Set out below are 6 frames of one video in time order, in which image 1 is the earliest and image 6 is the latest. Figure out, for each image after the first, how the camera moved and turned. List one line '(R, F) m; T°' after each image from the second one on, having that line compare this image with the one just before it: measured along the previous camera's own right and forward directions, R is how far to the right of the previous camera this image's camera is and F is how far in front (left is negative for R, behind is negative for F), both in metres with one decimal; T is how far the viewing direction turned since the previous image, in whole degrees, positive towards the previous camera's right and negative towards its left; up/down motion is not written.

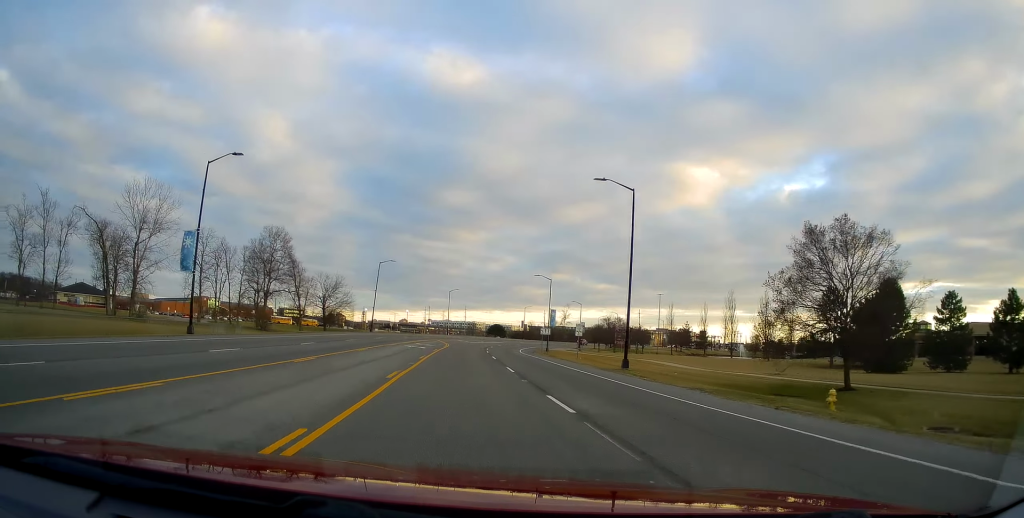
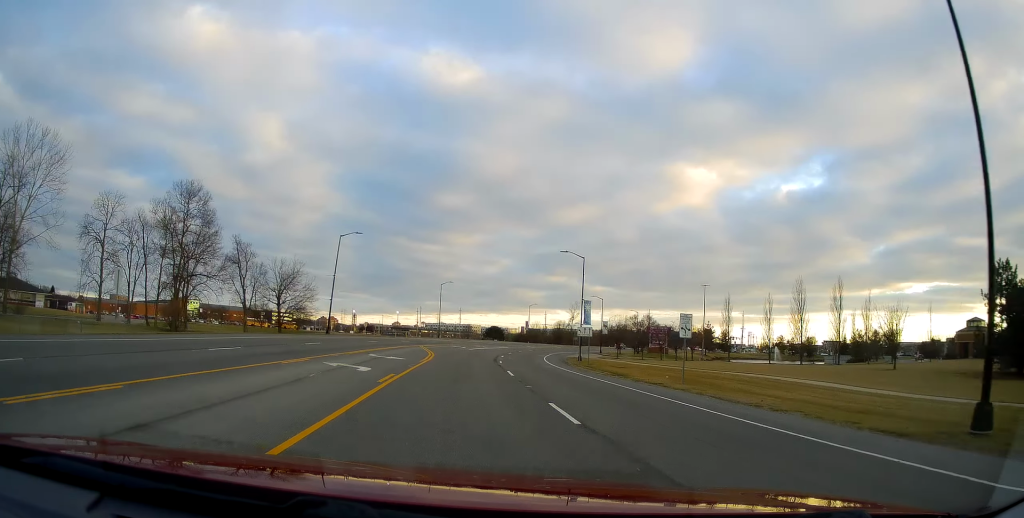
(-0.4, +26.2) m; -1°
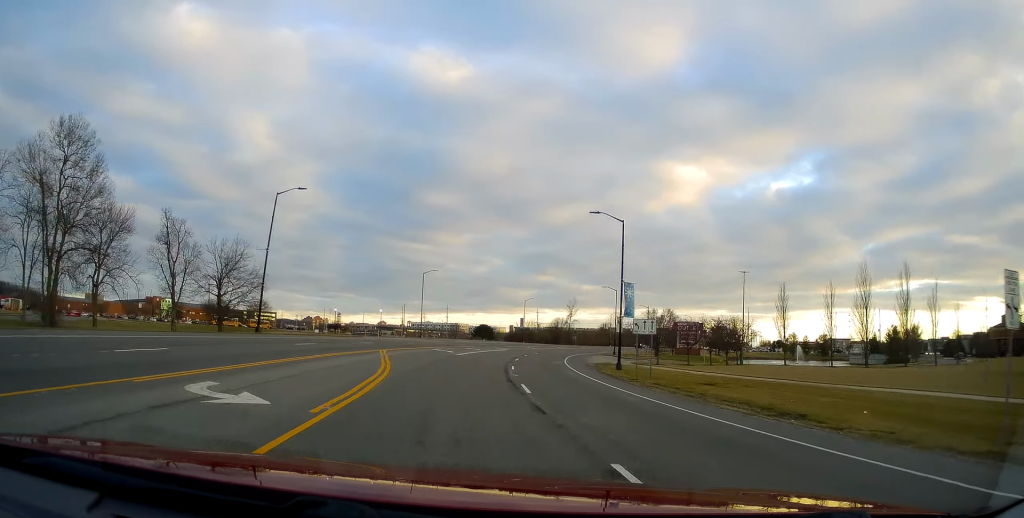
(0.0, +18.6) m; +1°
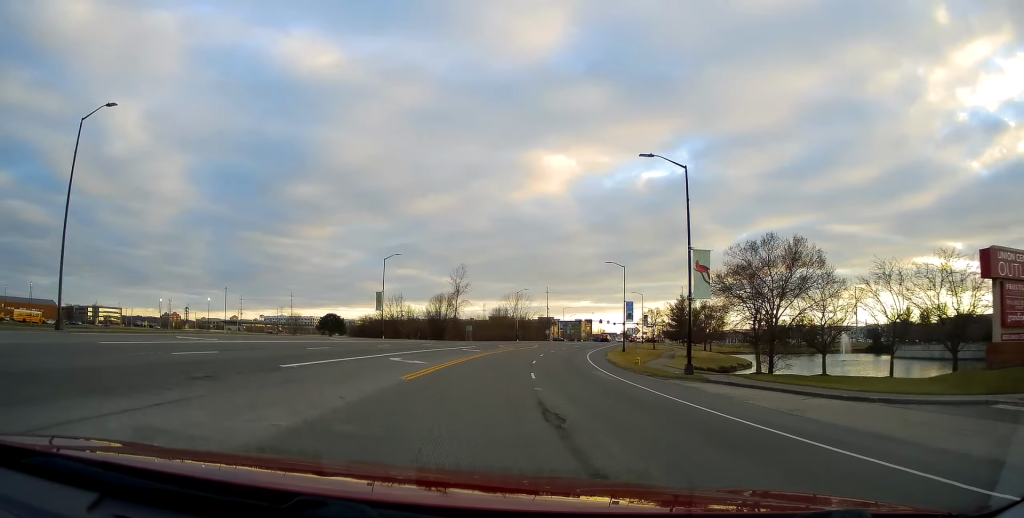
(+3.9, +67.0) m; +11°
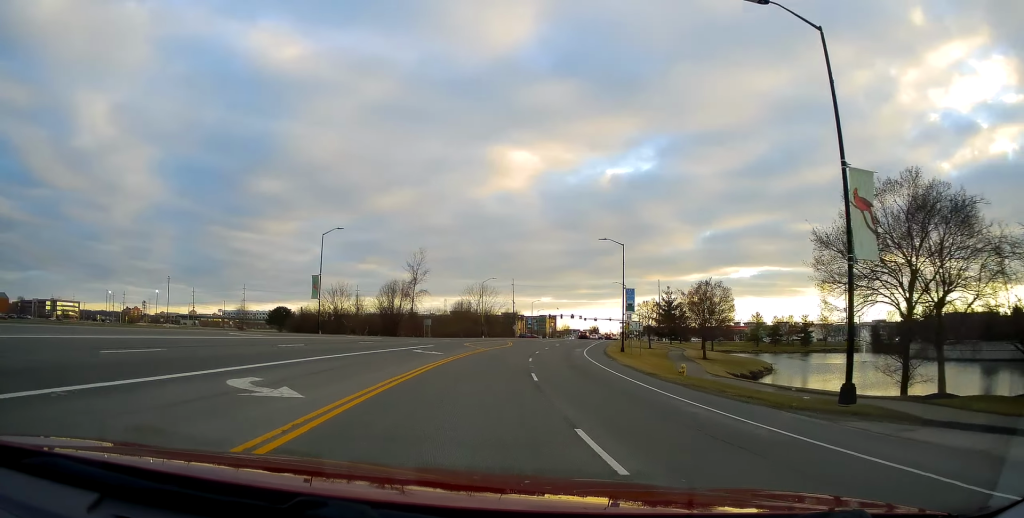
(+0.3, +15.0) m; +5°
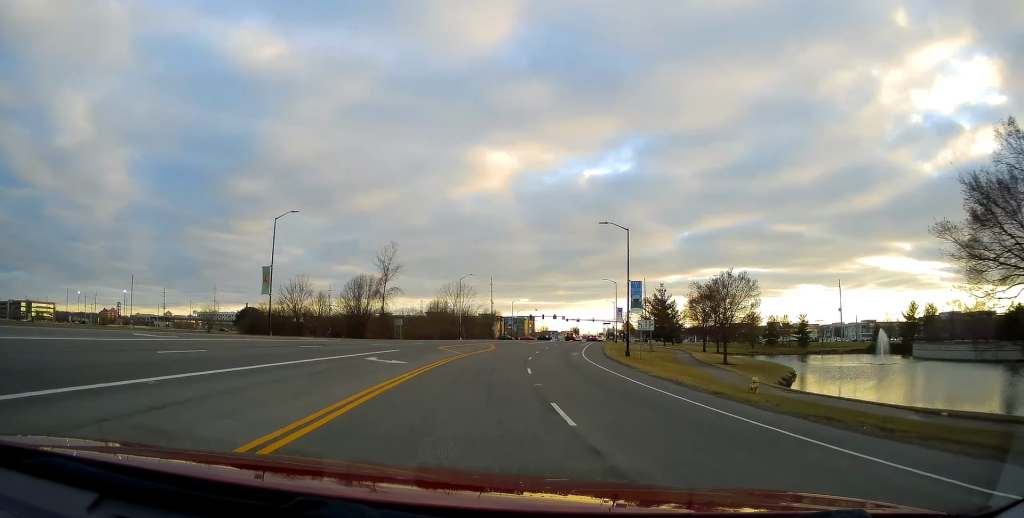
(+0.3, +9.0) m; +2°
